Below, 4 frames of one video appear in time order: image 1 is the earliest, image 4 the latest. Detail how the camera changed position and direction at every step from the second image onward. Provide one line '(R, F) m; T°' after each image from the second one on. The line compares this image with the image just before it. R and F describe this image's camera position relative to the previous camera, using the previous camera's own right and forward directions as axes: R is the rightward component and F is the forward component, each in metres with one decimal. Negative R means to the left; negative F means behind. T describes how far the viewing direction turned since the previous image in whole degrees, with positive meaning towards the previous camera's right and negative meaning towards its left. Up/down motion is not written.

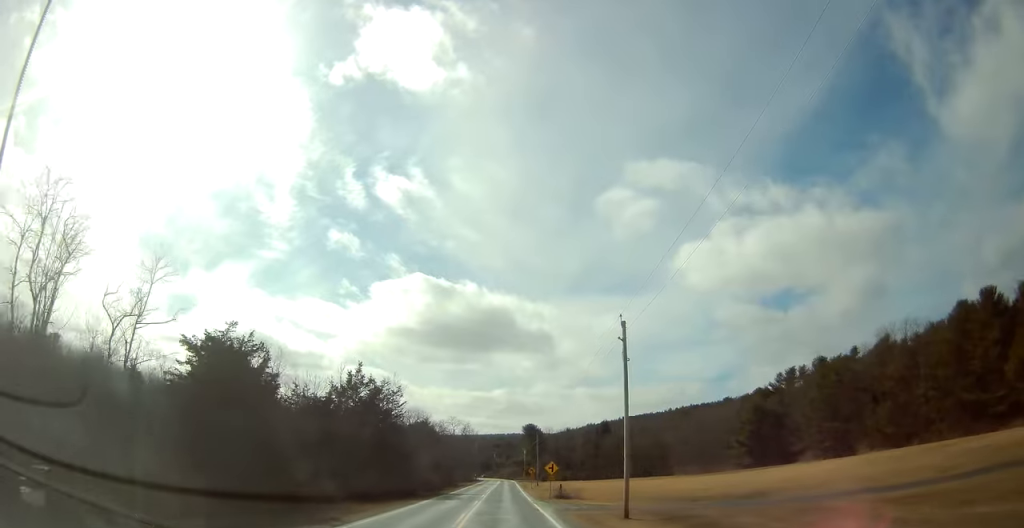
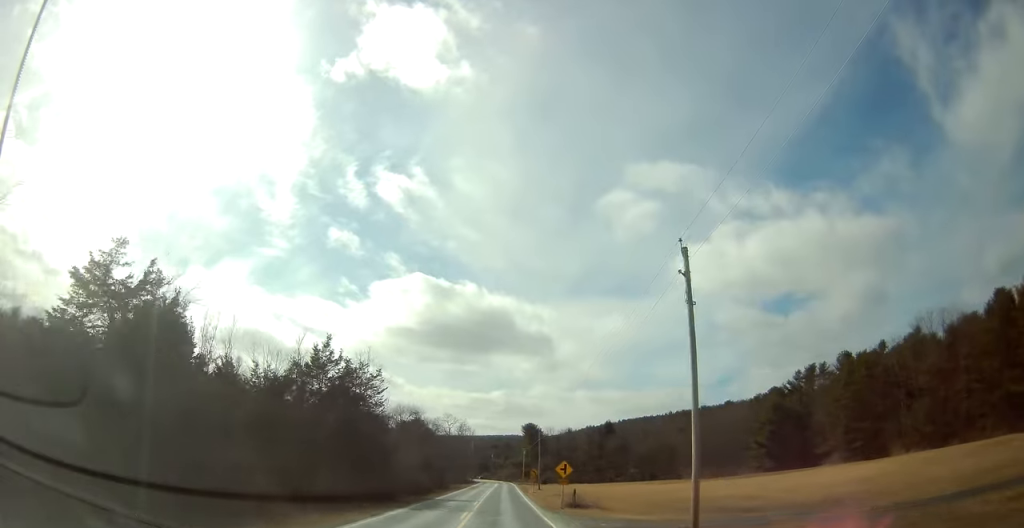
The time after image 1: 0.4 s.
(0.0, +9.4) m; 0°
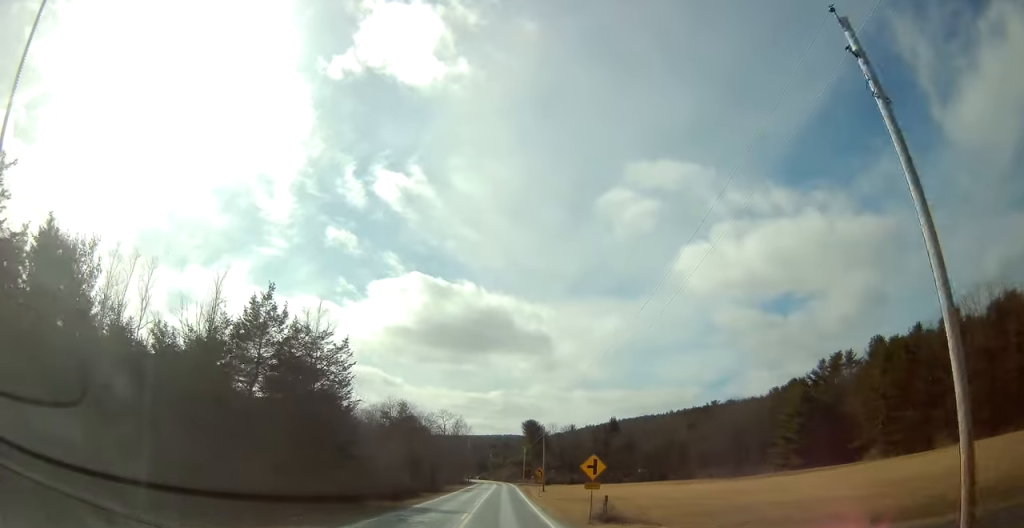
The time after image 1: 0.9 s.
(+0.2, +10.8) m; 0°
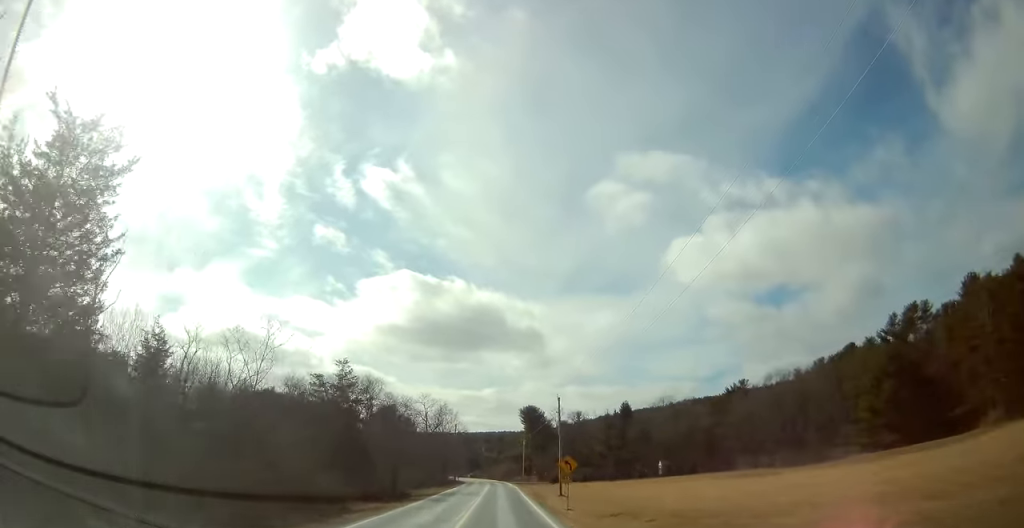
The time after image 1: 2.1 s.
(-0.2, +26.0) m; 0°
